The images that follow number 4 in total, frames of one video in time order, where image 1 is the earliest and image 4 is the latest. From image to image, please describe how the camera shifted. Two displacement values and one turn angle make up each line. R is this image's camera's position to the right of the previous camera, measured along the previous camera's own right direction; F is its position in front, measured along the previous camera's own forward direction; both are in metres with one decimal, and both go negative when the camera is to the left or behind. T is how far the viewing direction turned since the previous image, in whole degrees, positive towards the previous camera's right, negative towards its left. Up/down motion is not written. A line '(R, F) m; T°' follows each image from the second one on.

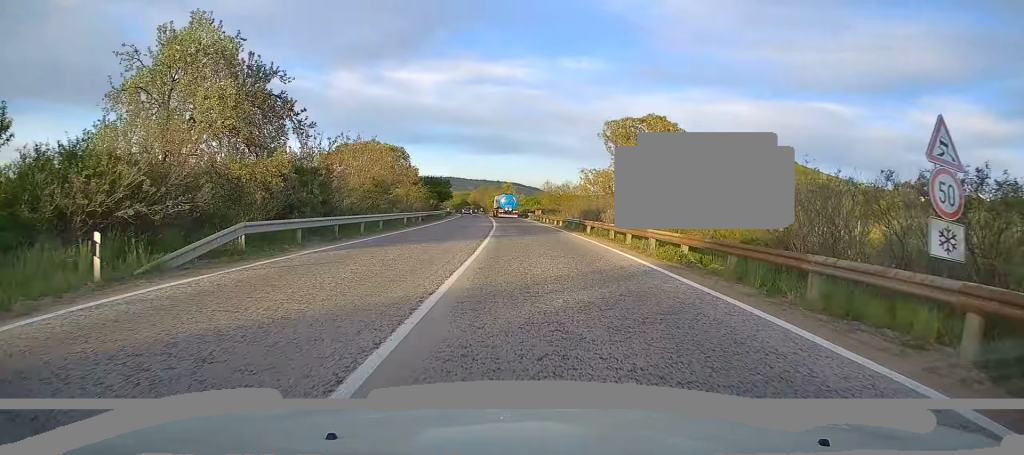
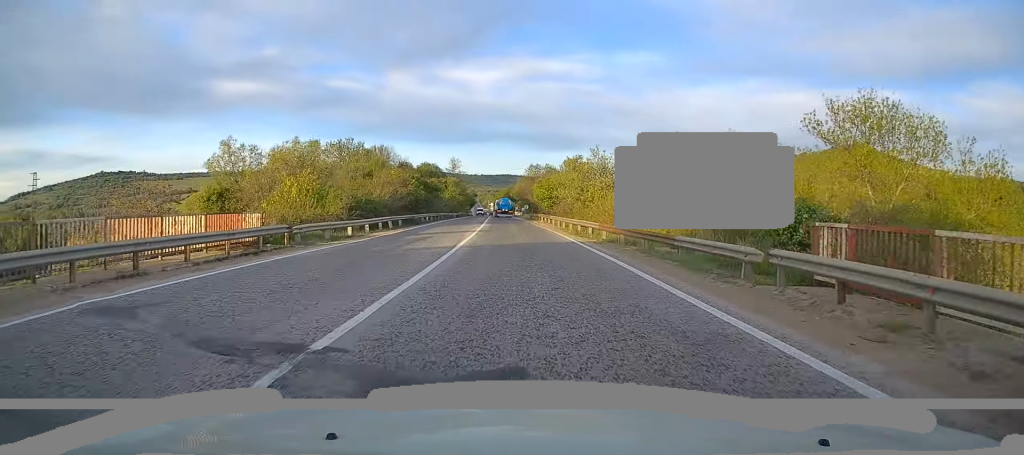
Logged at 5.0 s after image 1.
(-4.1, +99.4) m; -5°
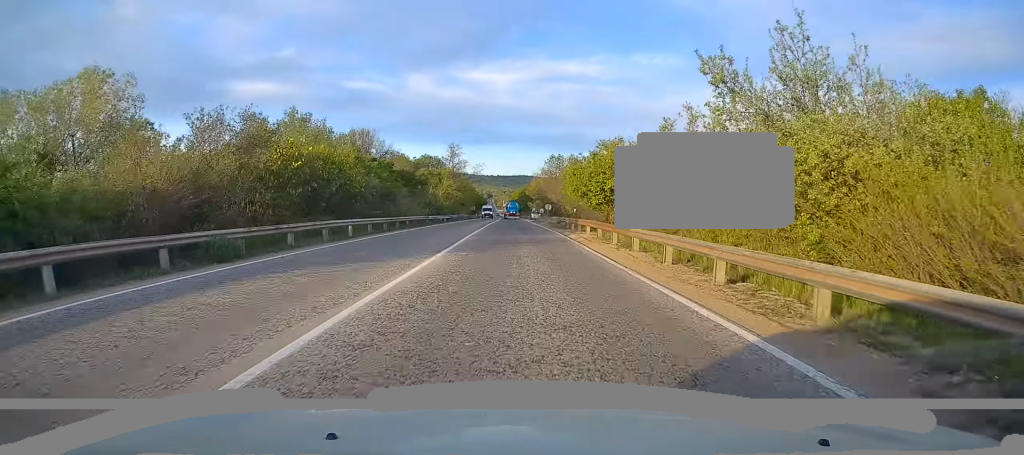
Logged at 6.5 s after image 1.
(0.0, +30.2) m; -1°
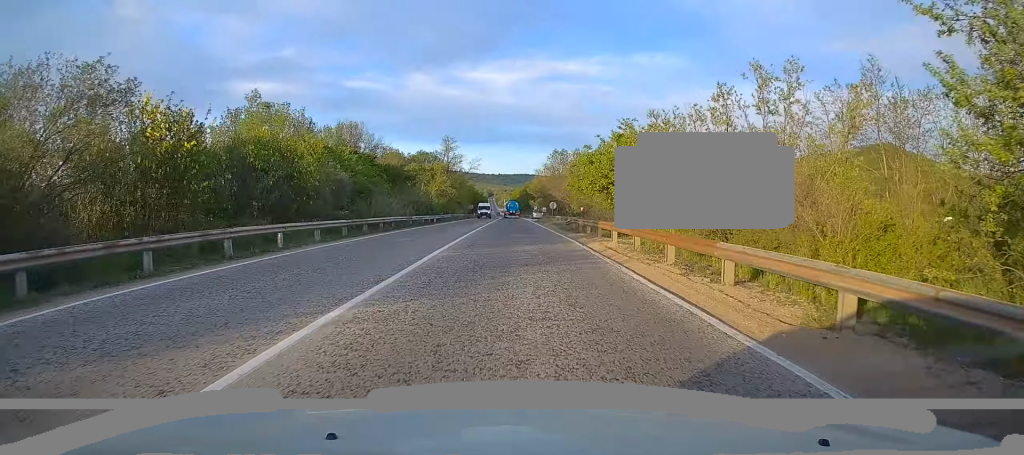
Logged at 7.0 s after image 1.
(+0.1, +8.3) m; -1°
